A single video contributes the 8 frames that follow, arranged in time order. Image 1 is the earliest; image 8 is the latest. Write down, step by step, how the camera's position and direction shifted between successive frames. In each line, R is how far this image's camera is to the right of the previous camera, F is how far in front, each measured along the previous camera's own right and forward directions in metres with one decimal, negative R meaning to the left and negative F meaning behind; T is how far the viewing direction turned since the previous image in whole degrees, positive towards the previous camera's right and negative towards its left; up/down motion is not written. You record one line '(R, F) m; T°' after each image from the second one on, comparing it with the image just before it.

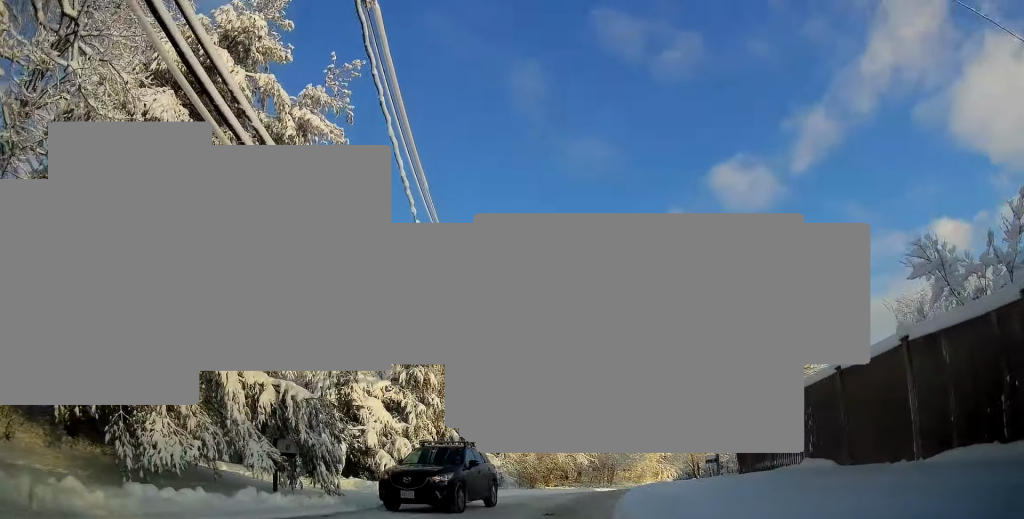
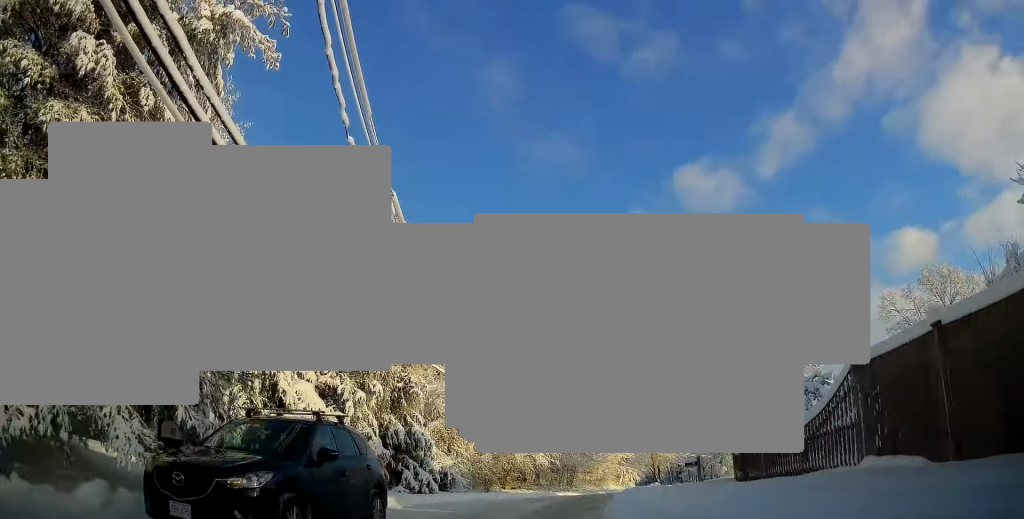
(0.0, +4.1) m; 0°
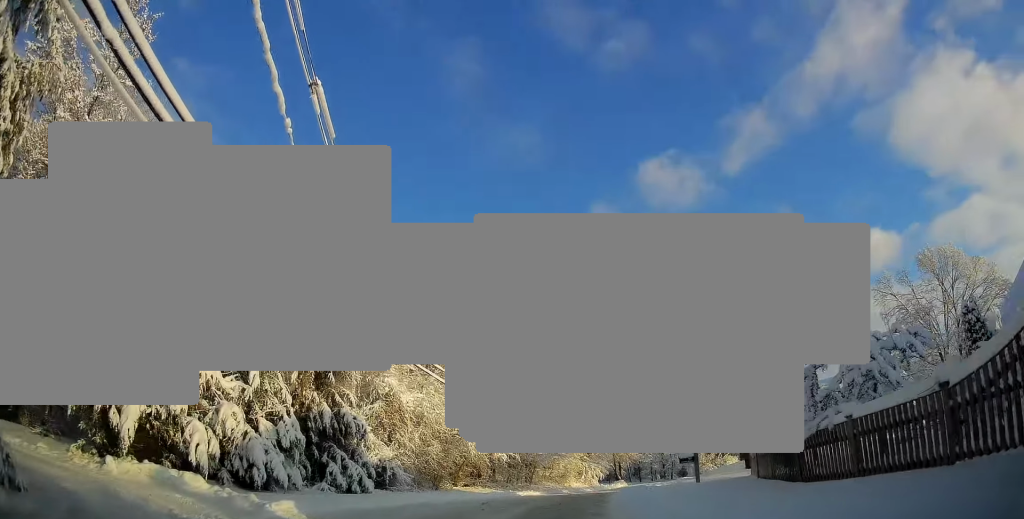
(0.0, +5.6) m; +3°
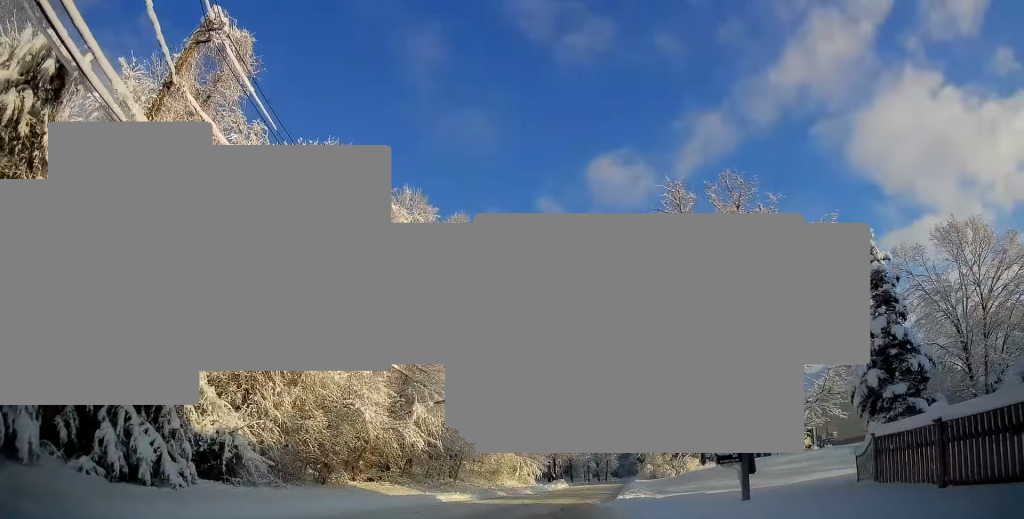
(+0.7, +10.0) m; +7°
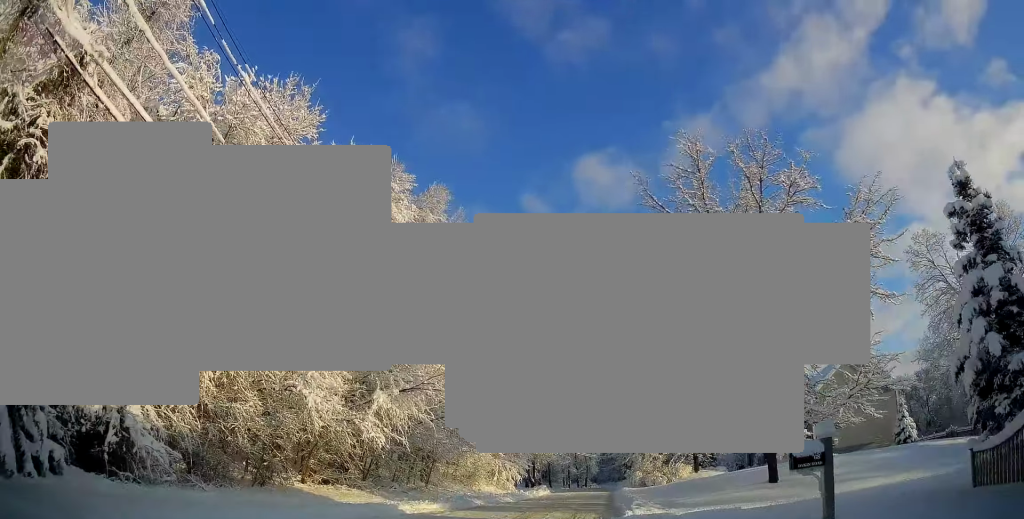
(+0.1, +4.2) m; +4°
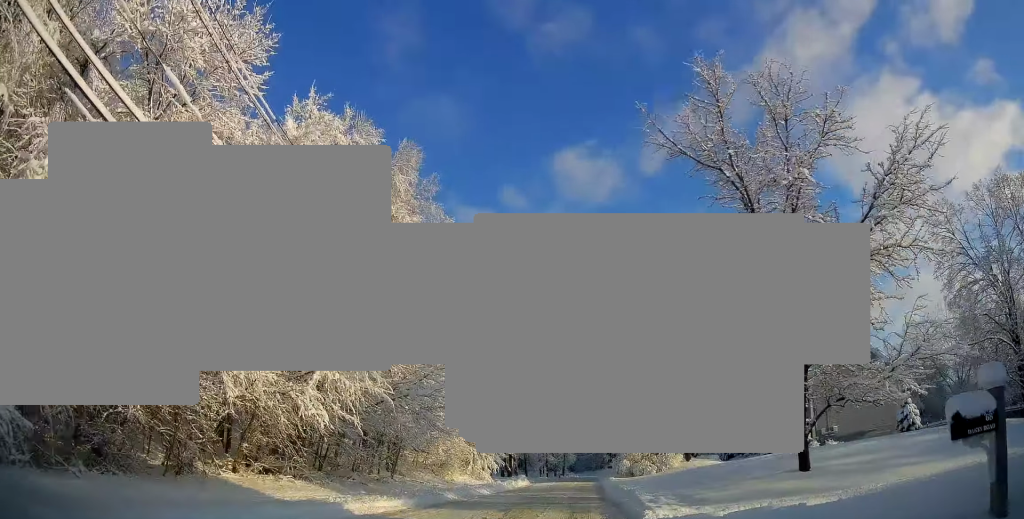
(+0.1, +4.0) m; +6°
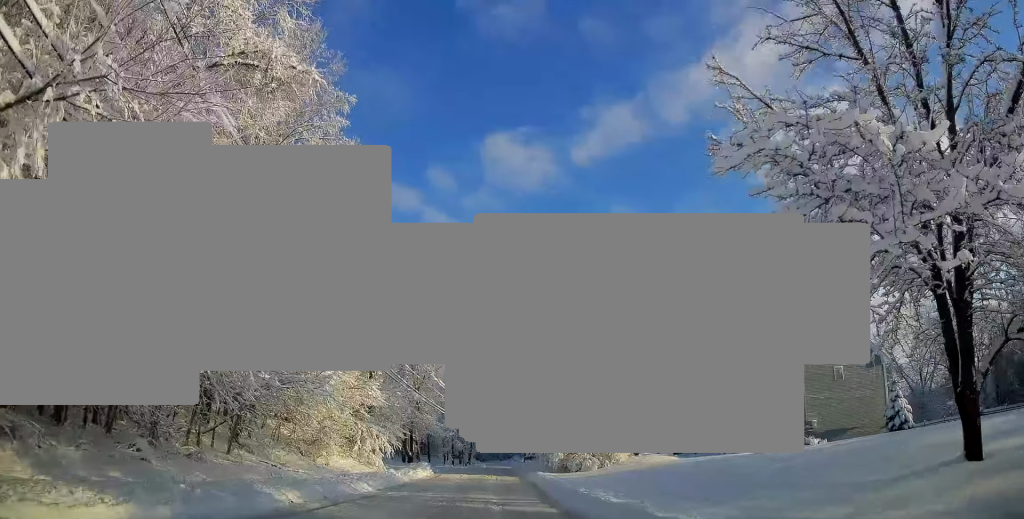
(+2.1, +9.8) m; +19°
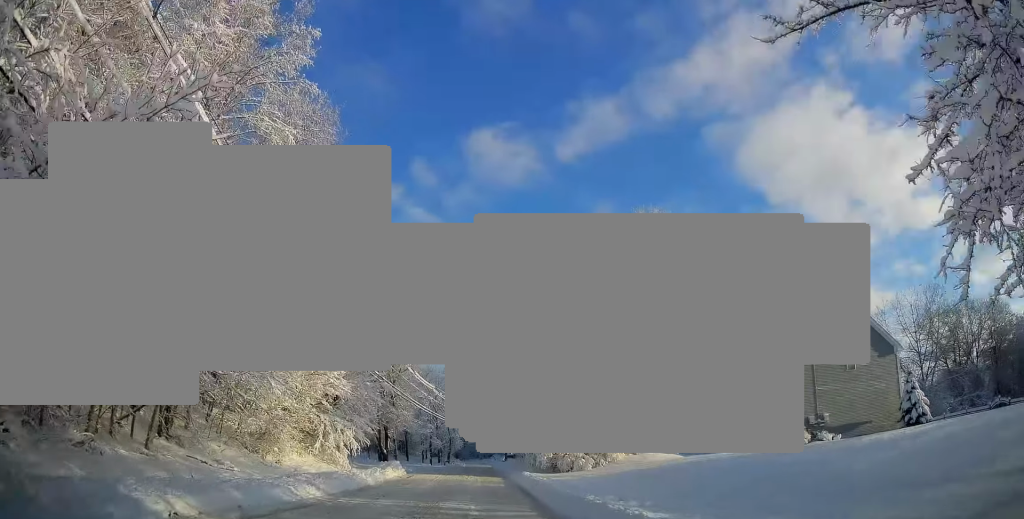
(+0.1, +3.9) m; +1°
